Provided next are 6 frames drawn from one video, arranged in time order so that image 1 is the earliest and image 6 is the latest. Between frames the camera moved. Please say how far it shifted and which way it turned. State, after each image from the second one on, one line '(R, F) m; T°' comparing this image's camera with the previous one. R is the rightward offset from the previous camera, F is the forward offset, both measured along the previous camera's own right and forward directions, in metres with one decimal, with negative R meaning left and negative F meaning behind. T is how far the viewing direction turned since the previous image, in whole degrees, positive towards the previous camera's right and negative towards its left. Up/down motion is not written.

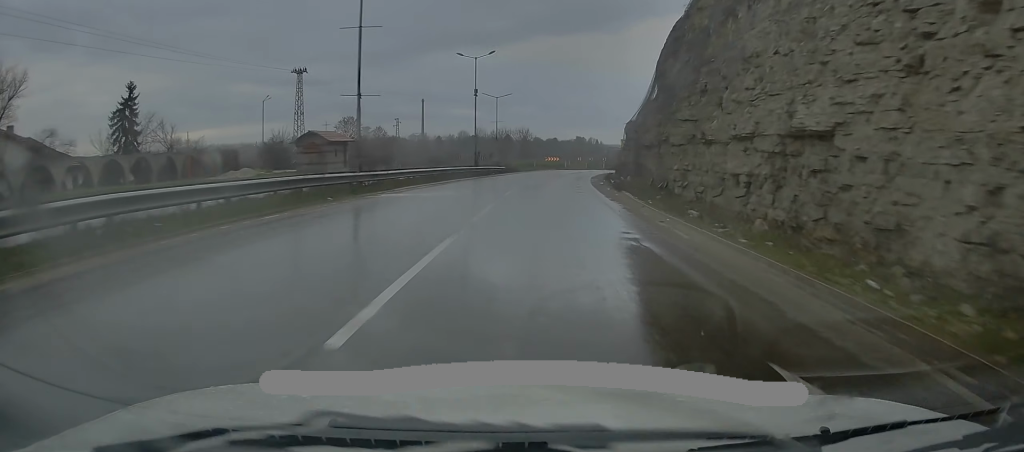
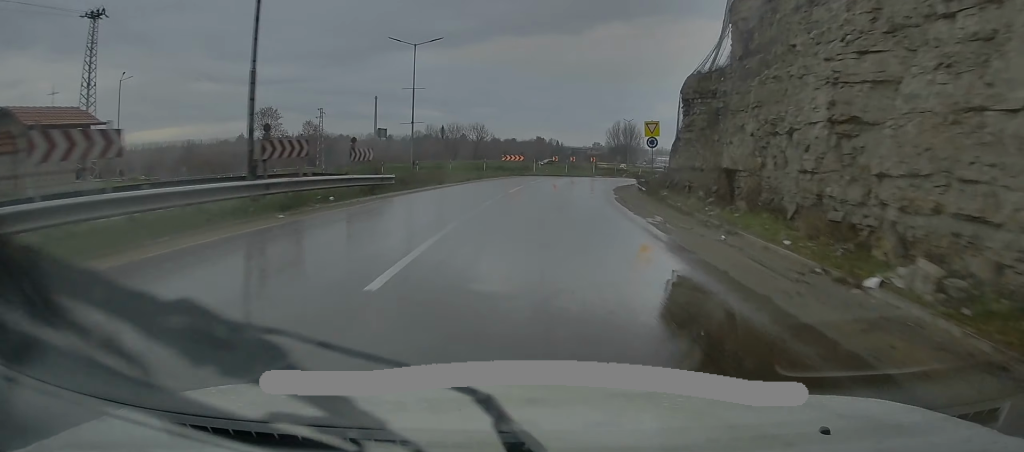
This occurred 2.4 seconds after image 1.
(+2.1, +34.0) m; +5°
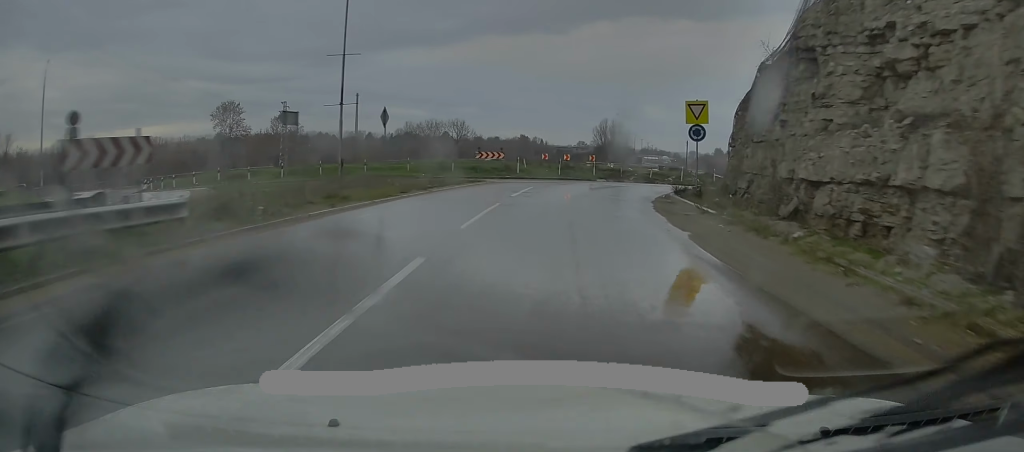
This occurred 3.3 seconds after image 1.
(-0.2, +12.8) m; +2°
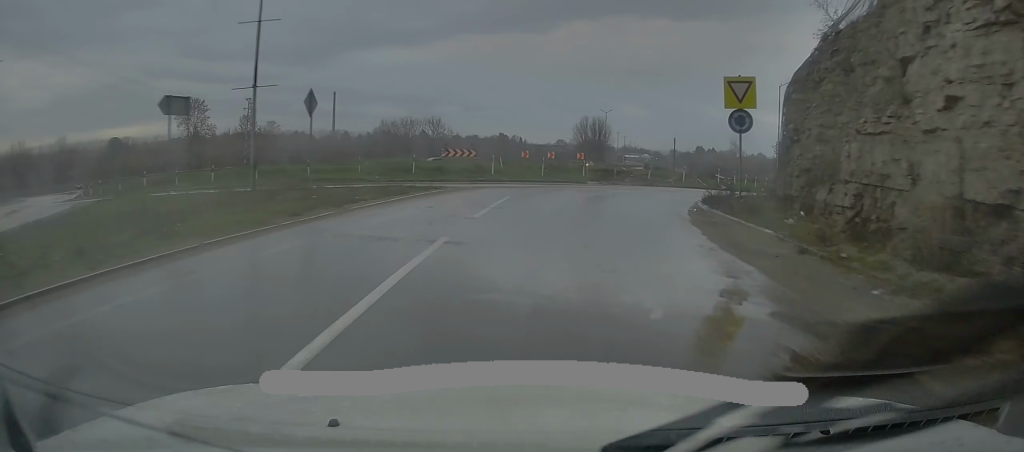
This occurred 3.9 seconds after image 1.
(+0.3, +7.1) m; +3°
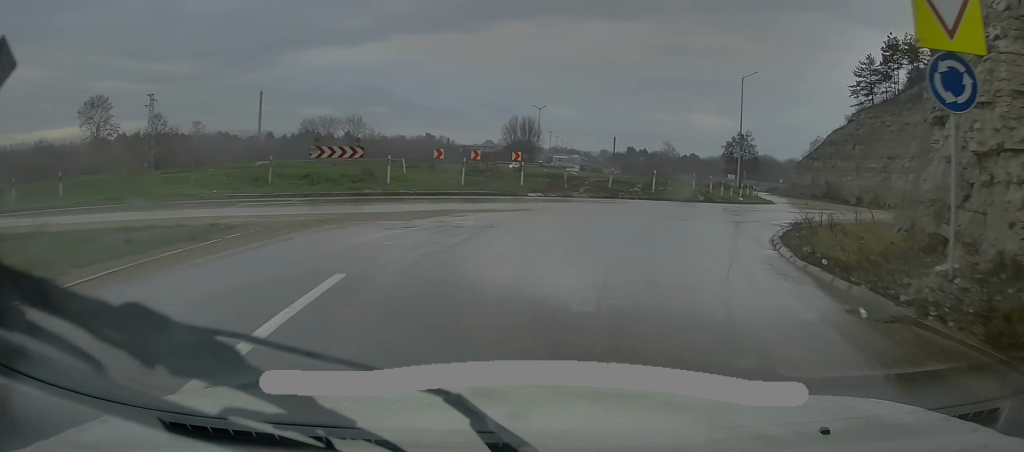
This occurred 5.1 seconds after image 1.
(+0.4, +11.6) m; +5°
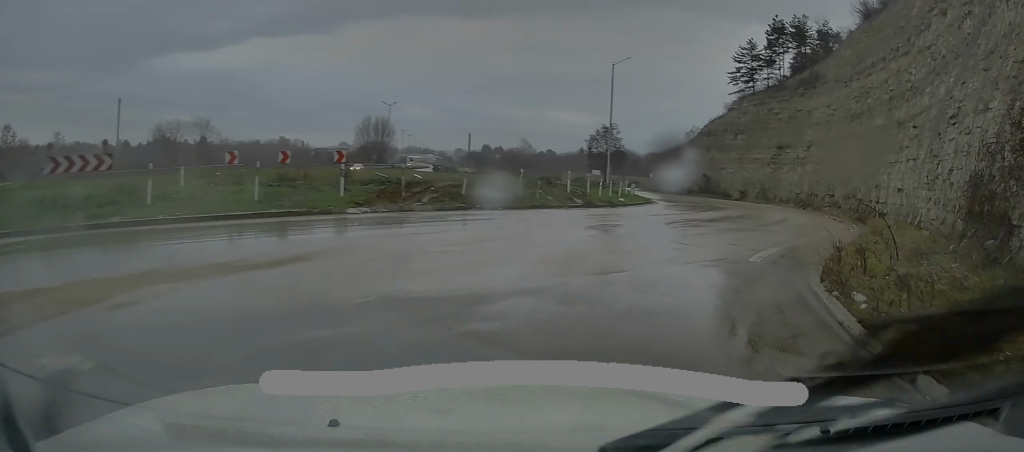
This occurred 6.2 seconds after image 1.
(+0.4, +8.0) m; +13°
